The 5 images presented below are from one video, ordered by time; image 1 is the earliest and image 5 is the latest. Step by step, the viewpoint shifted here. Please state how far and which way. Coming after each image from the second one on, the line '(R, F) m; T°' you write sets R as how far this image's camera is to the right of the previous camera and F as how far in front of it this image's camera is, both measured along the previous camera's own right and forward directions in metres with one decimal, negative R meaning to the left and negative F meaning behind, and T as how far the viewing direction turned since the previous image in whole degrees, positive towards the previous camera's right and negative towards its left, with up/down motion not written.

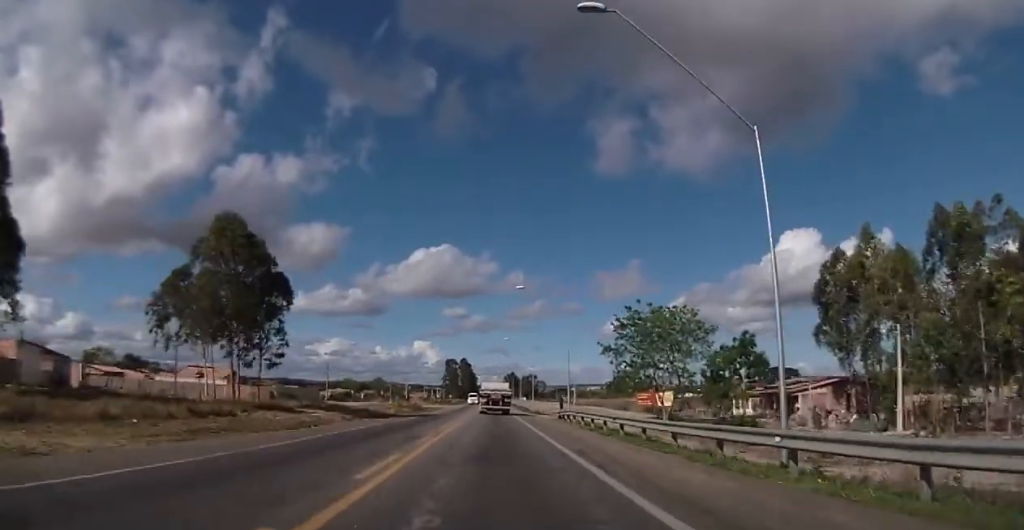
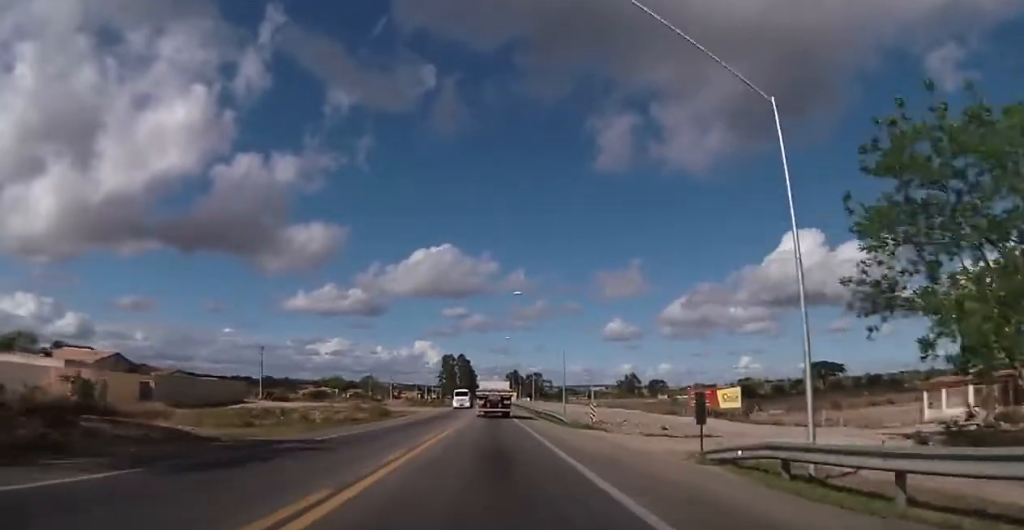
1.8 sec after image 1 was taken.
(-0.8, +40.1) m; -1°
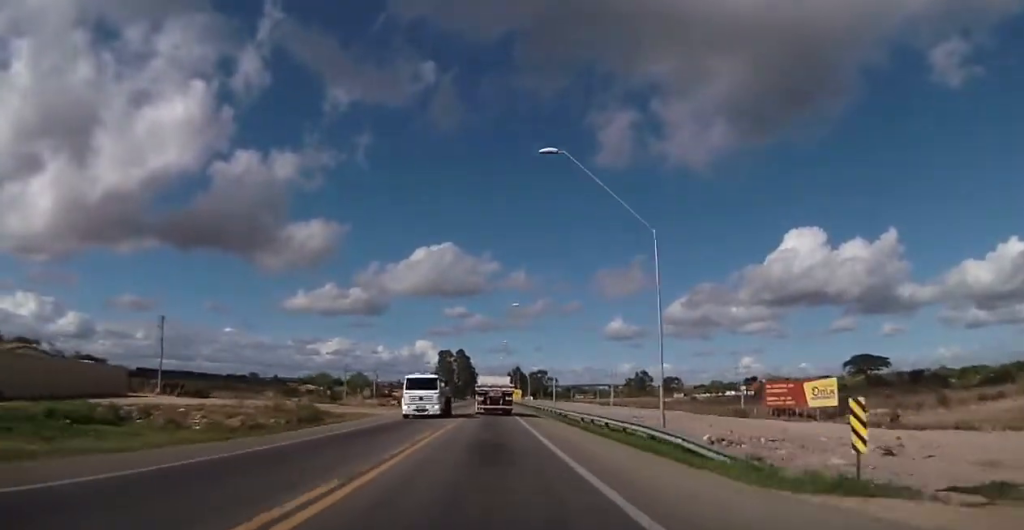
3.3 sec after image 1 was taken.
(+0.7, +32.8) m; +1°
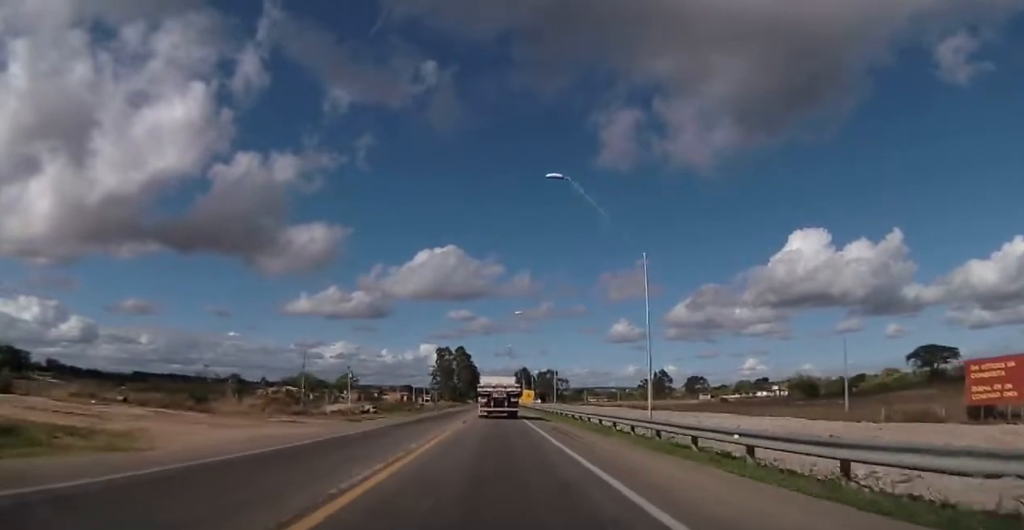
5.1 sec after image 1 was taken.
(-0.1, +39.0) m; 0°
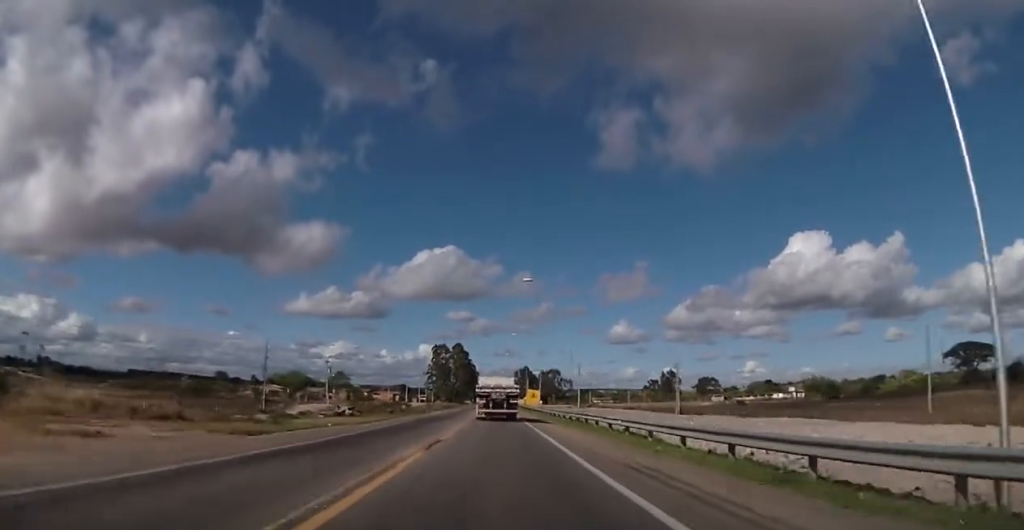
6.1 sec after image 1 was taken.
(+0.1, +18.1) m; 0°
